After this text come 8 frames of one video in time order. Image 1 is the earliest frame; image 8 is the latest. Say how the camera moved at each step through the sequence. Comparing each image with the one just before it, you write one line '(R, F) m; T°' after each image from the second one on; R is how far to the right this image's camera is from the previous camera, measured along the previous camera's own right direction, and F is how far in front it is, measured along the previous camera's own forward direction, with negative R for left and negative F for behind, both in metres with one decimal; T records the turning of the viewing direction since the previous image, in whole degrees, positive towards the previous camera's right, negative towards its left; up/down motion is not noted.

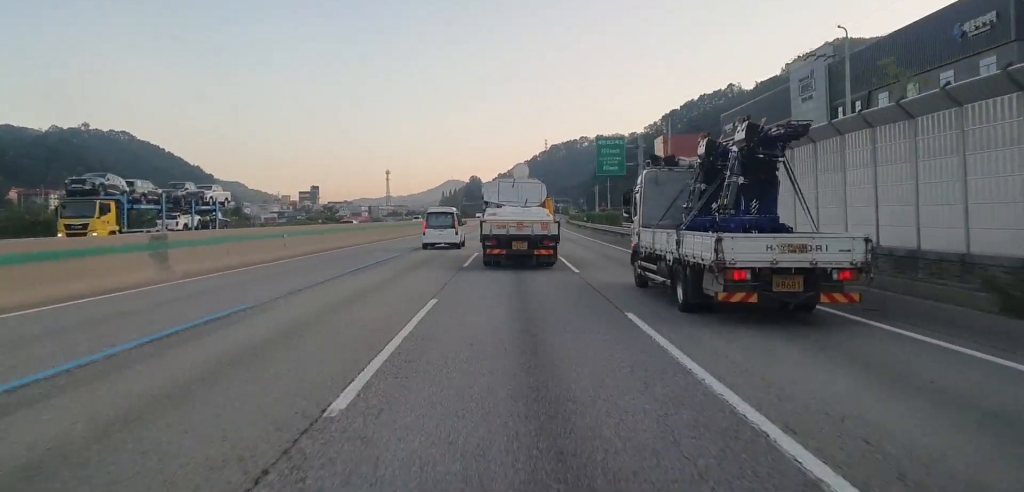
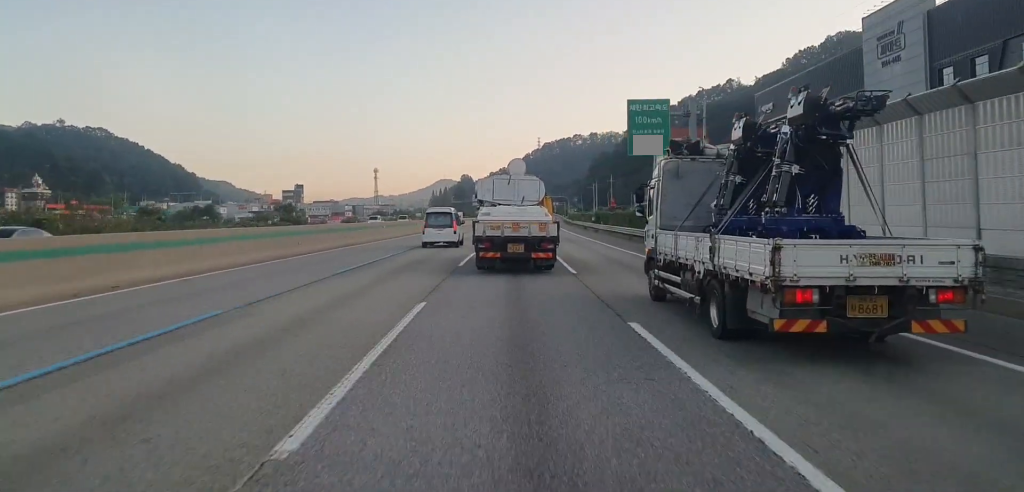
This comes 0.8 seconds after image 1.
(+0.2, +20.7) m; +1°
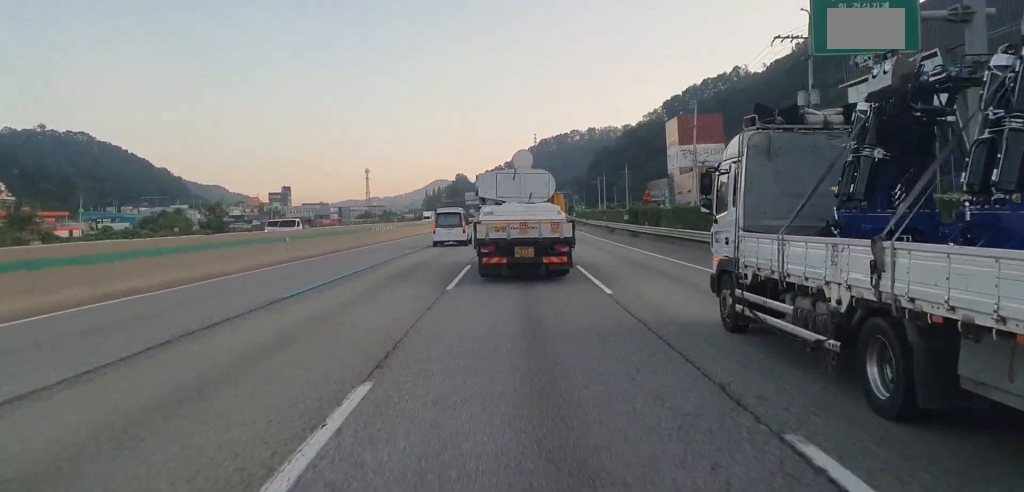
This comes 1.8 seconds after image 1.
(0.0, +27.2) m; 0°
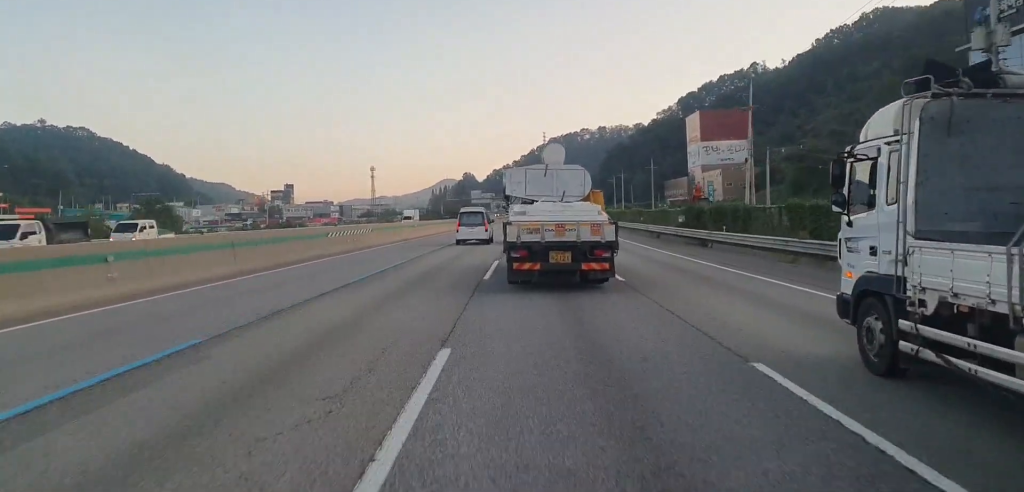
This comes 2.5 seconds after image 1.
(0.0, +16.9) m; 0°
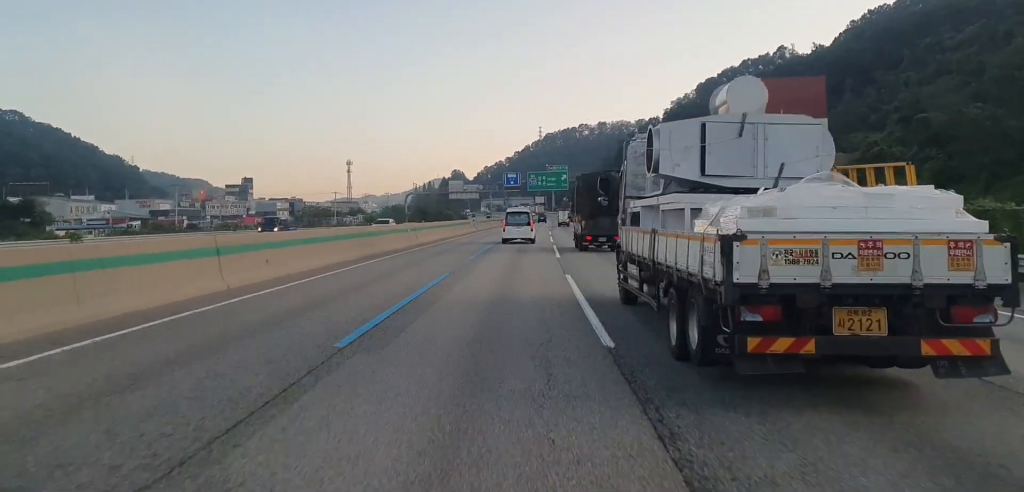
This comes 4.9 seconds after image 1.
(-0.2, +67.7) m; 0°
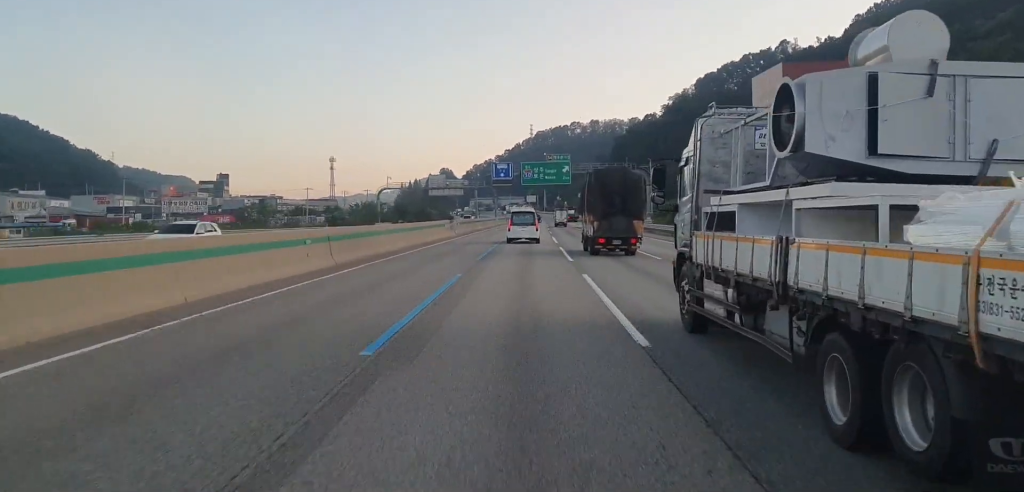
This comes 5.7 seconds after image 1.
(-0.1, +21.4) m; +2°
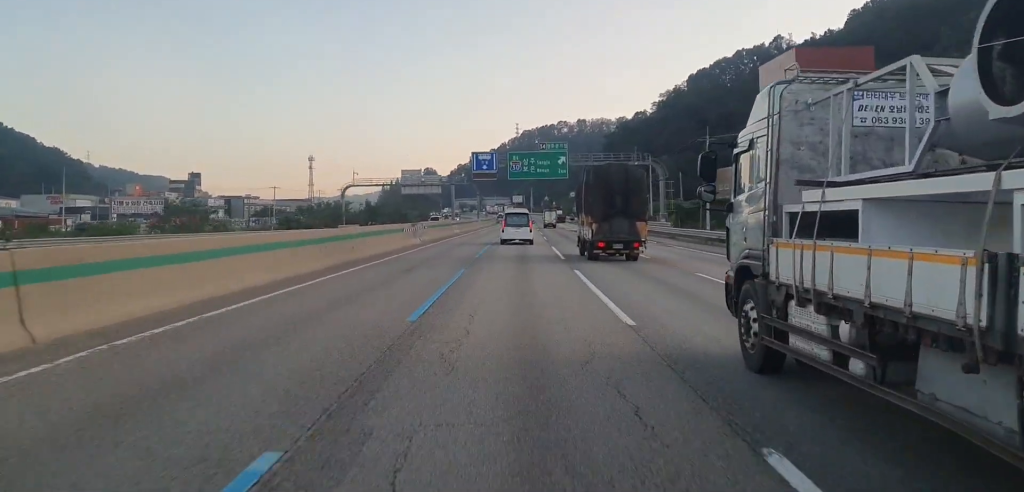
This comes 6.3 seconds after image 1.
(+0.6, +16.8) m; +1°
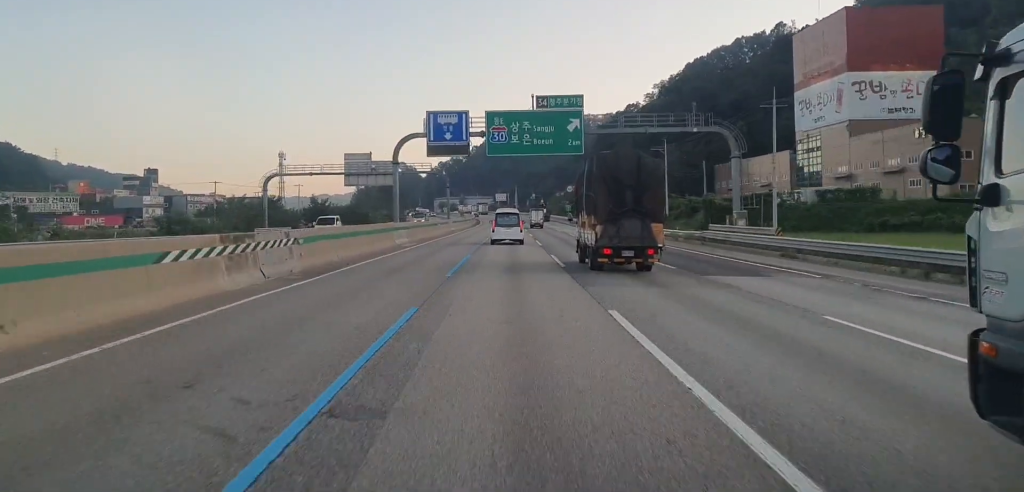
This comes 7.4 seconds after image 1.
(+0.2, +30.1) m; +1°
